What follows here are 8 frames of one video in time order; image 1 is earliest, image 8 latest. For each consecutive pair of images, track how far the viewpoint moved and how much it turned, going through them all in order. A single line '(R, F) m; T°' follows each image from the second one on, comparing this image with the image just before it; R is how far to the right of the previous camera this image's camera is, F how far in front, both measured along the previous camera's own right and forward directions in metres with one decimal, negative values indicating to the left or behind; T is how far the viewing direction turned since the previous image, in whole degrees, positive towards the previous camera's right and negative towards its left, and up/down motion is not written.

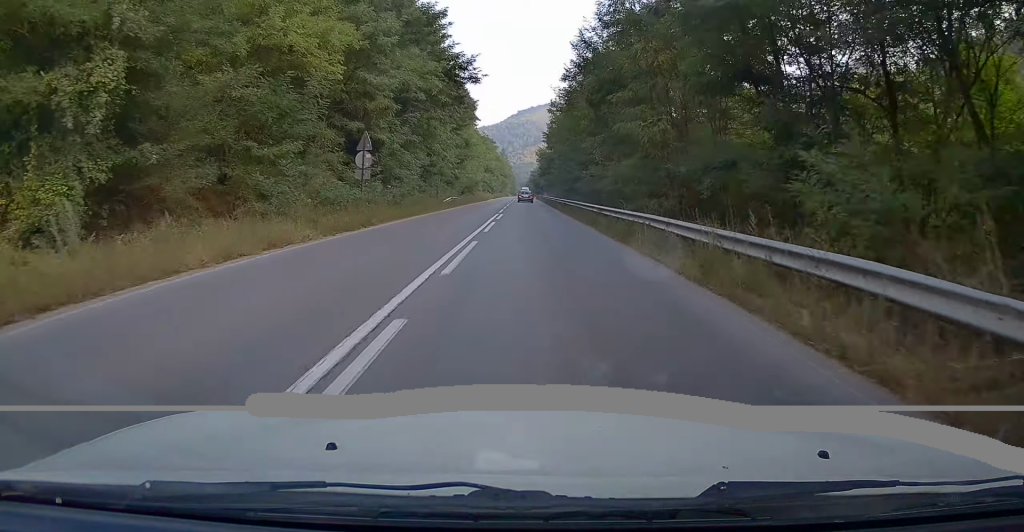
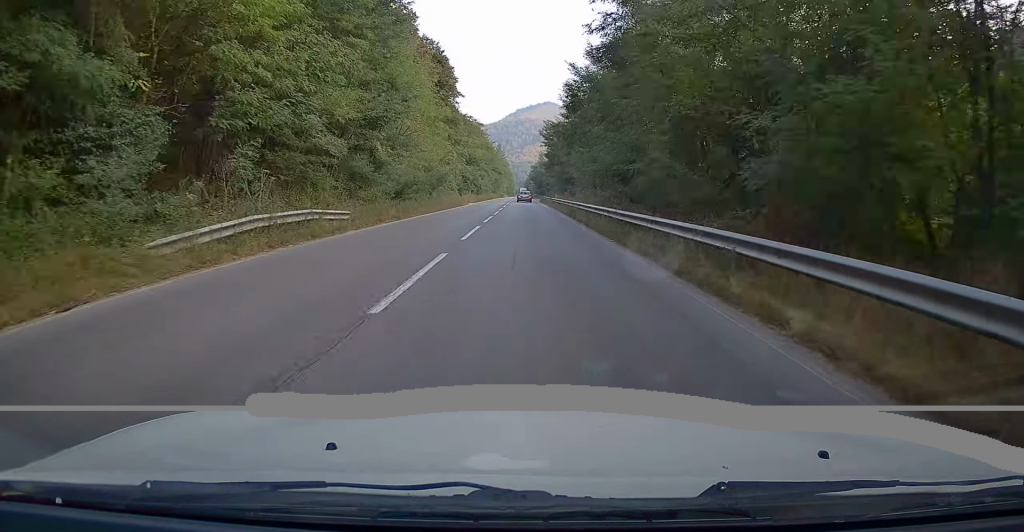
(0.0, +38.8) m; 0°
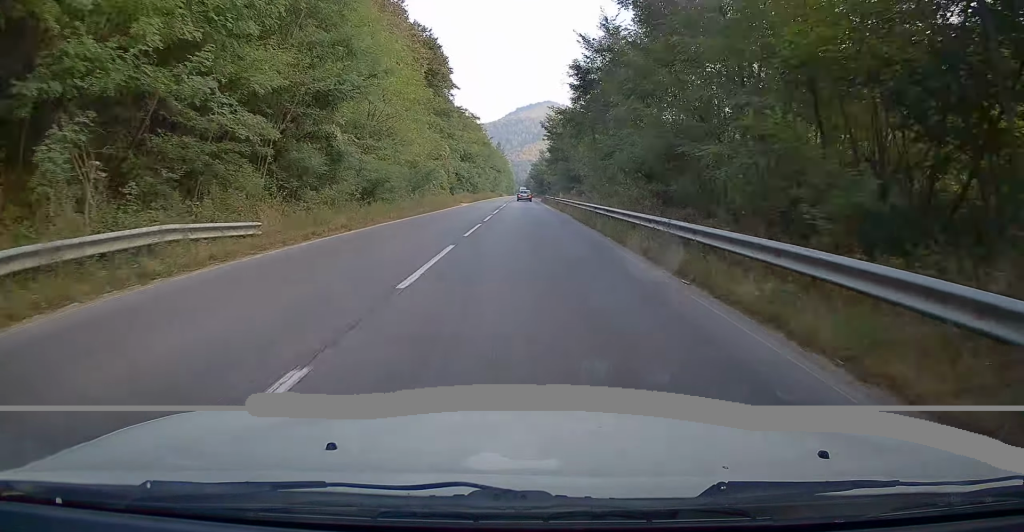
(0.0, +8.0) m; 0°
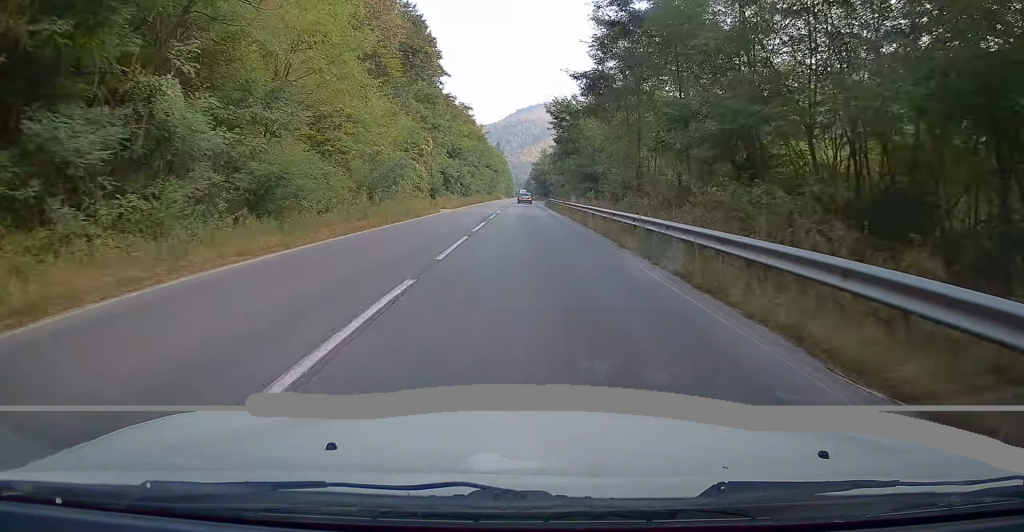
(+0.1, +14.0) m; 0°
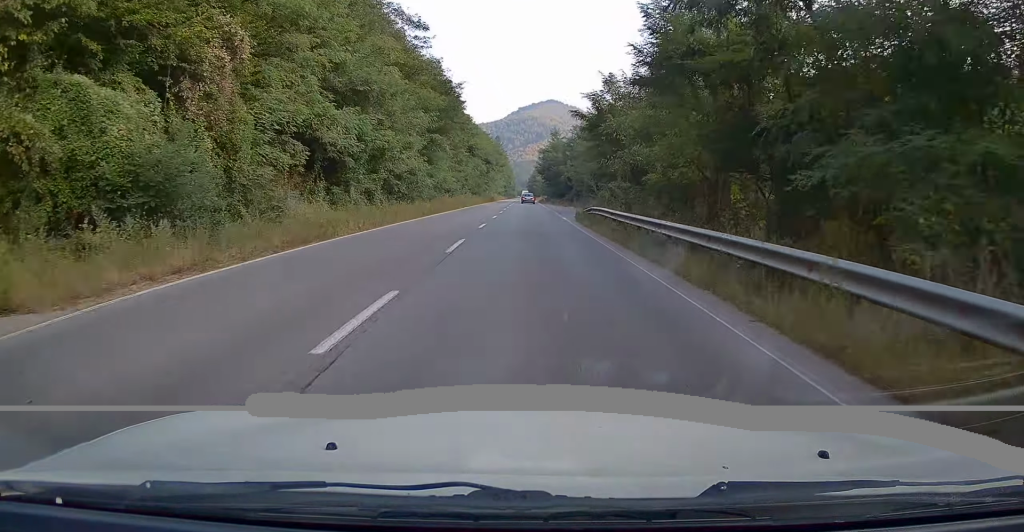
(-0.4, +43.2) m; 0°
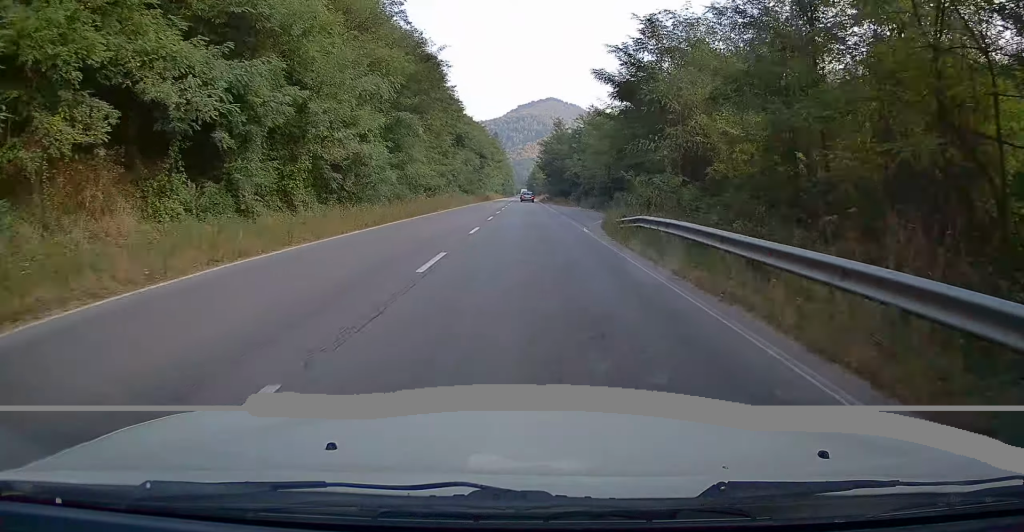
(+0.1, +12.7) m; 0°
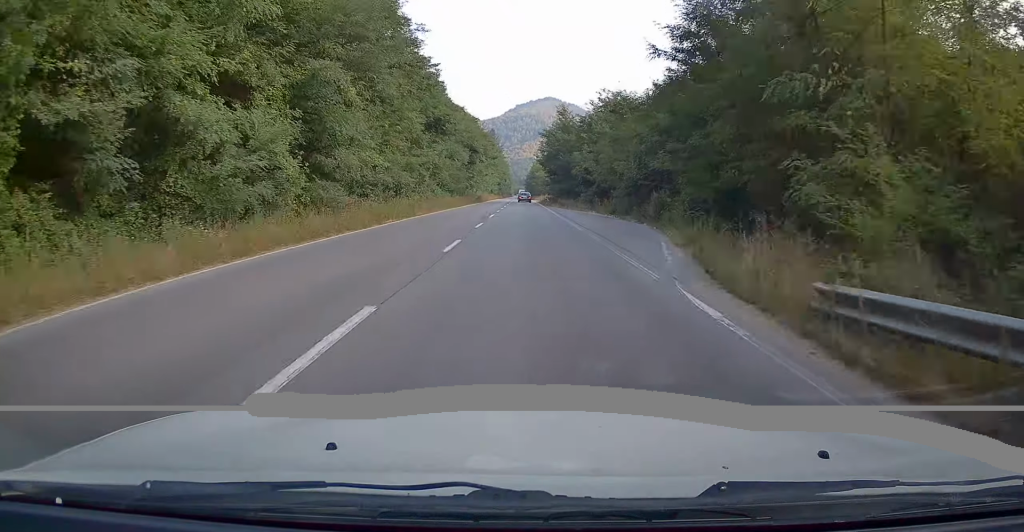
(0.0, +14.8) m; 0°
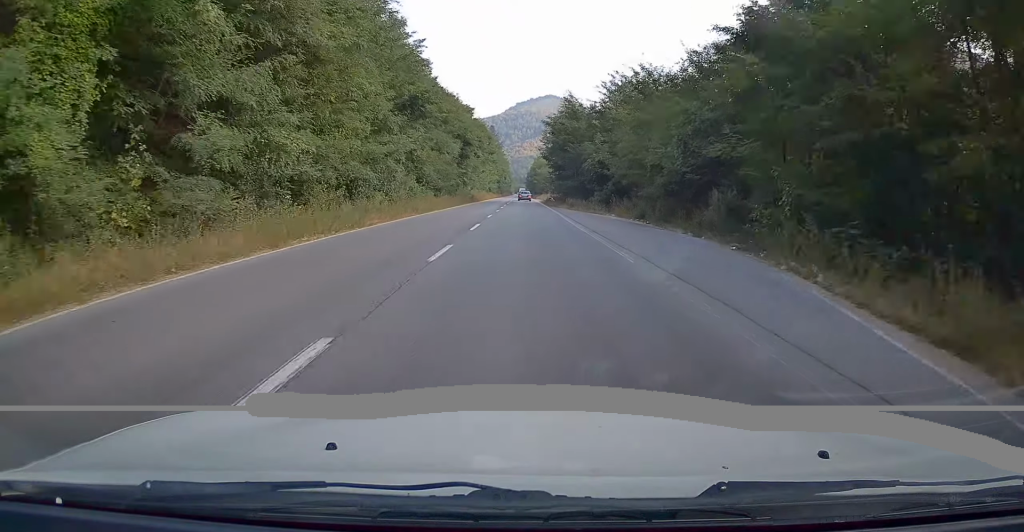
(-0.1, +10.8) m; 0°
